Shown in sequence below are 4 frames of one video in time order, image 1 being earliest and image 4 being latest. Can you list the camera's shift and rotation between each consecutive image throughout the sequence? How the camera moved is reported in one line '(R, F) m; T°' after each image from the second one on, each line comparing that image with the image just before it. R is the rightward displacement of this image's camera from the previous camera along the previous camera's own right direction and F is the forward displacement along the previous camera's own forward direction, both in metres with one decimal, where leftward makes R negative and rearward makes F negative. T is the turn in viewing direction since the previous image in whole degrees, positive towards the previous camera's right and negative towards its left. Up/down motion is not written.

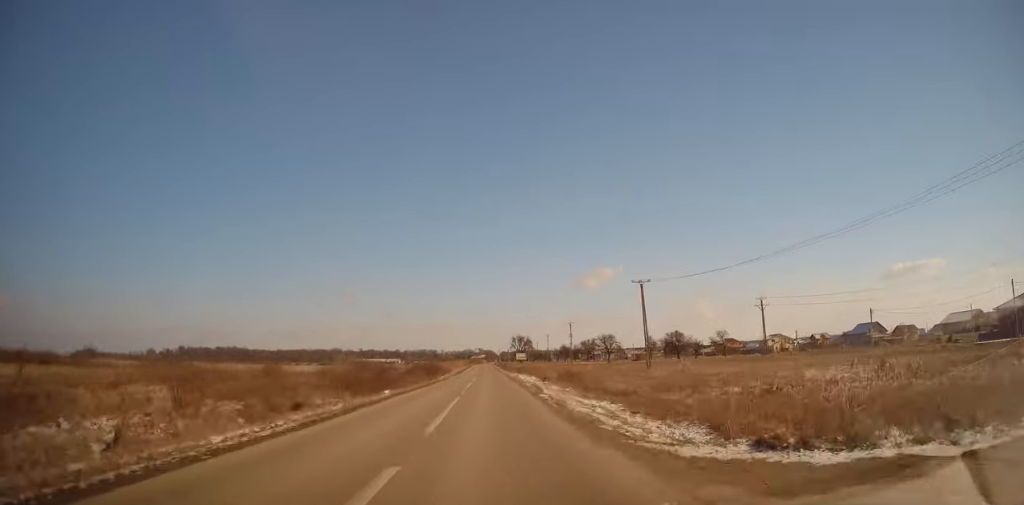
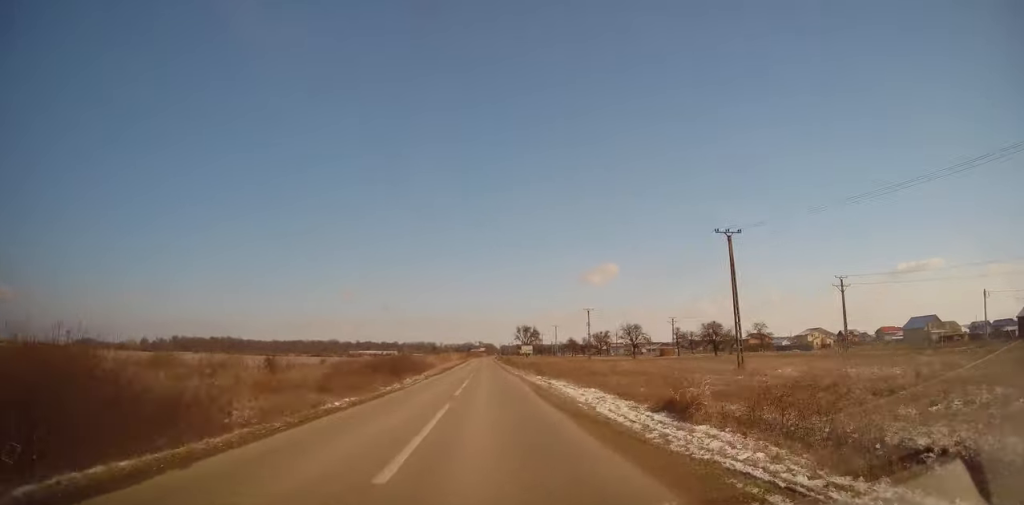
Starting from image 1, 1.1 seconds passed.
(0.0, +28.4) m; 0°
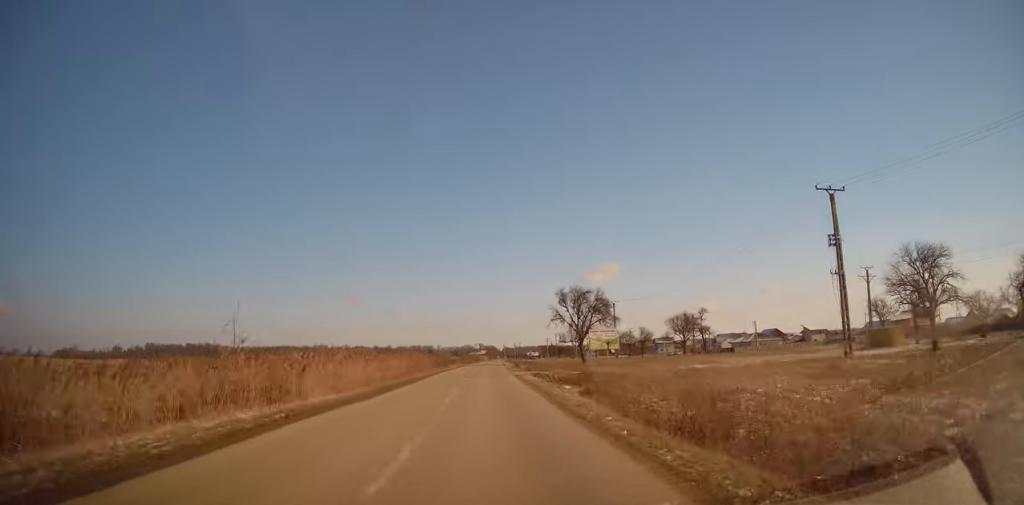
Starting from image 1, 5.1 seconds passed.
(+0.6, +97.2) m; 0°
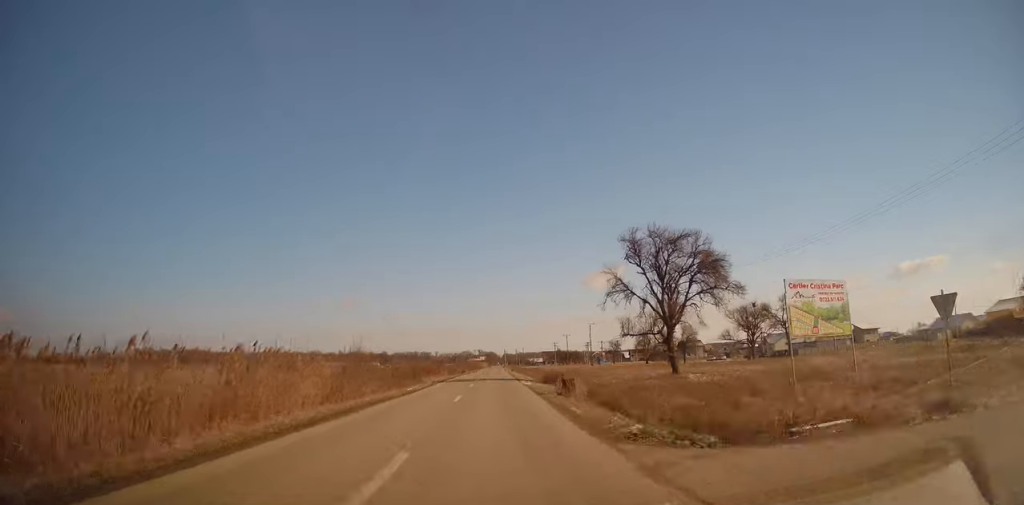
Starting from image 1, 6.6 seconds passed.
(0.0, +35.9) m; 0°
